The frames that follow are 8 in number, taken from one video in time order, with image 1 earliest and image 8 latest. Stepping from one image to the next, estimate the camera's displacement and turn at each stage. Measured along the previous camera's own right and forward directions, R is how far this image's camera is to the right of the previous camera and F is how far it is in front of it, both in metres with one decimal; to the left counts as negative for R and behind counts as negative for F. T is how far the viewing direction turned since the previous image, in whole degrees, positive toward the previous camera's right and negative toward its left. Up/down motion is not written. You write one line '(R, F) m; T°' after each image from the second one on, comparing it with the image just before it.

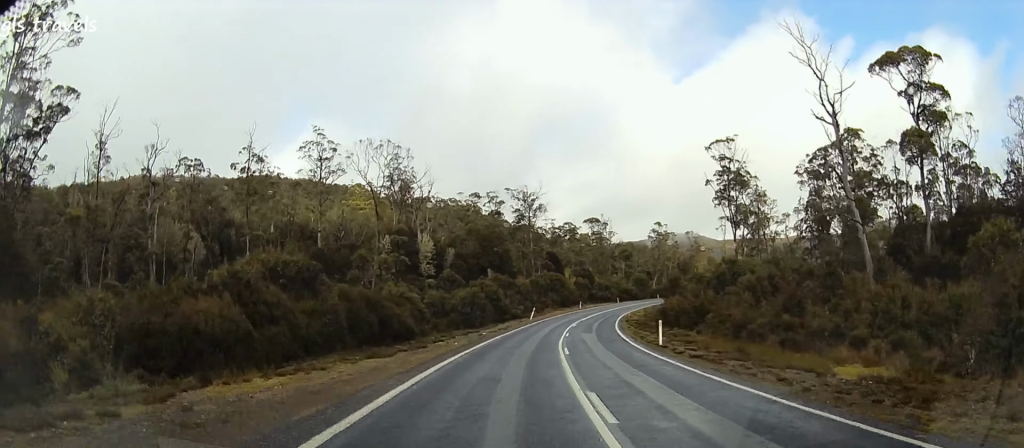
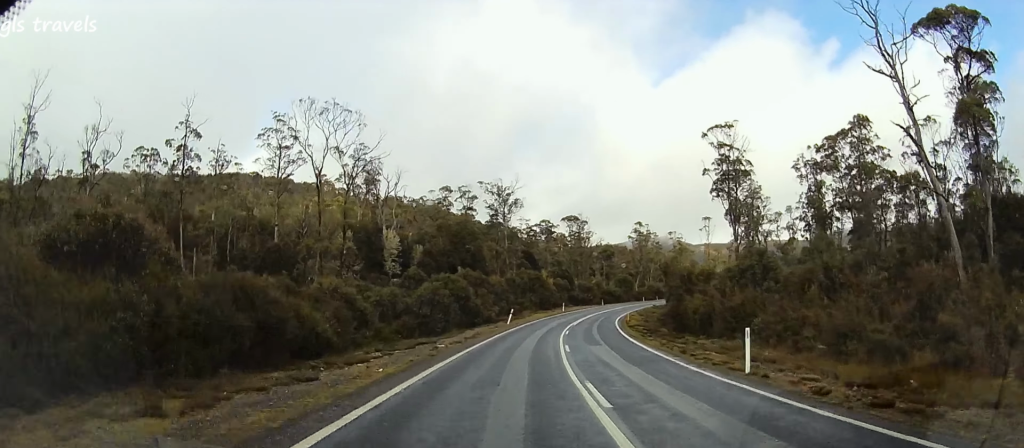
(0.0, +11.1) m; 0°
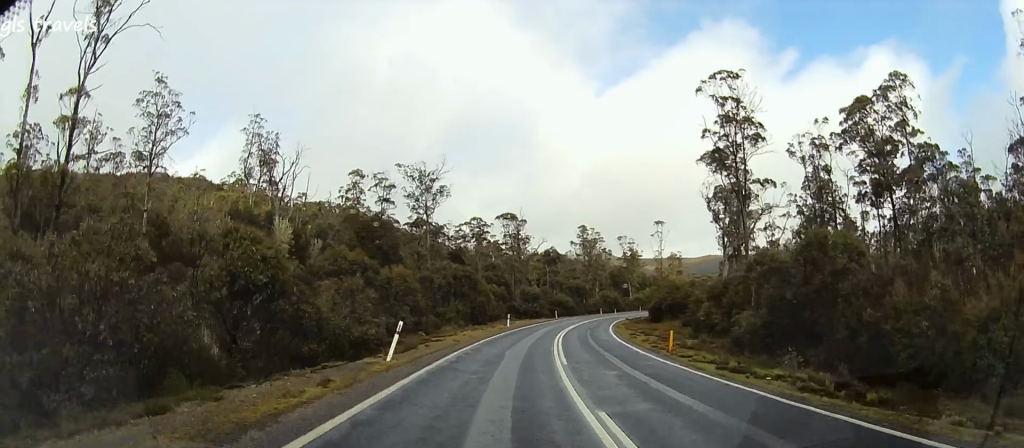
(0.0, +27.2) m; 0°
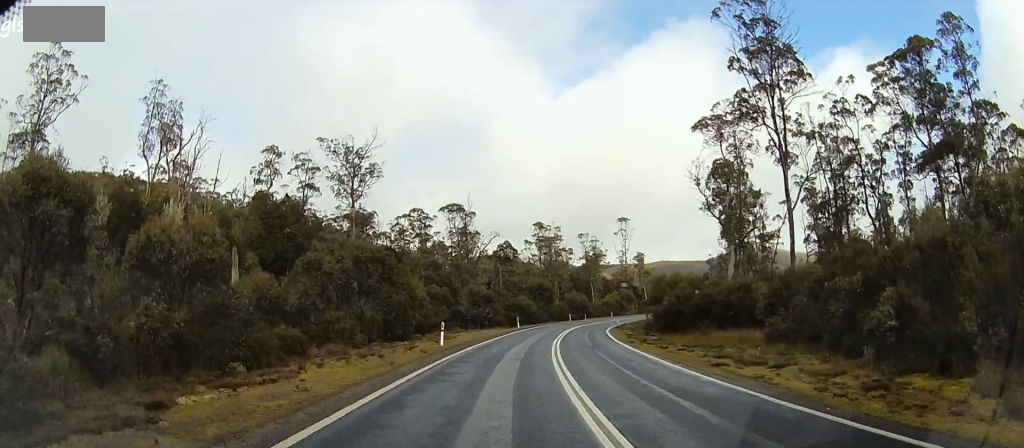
(0.0, +21.8) m; +2°
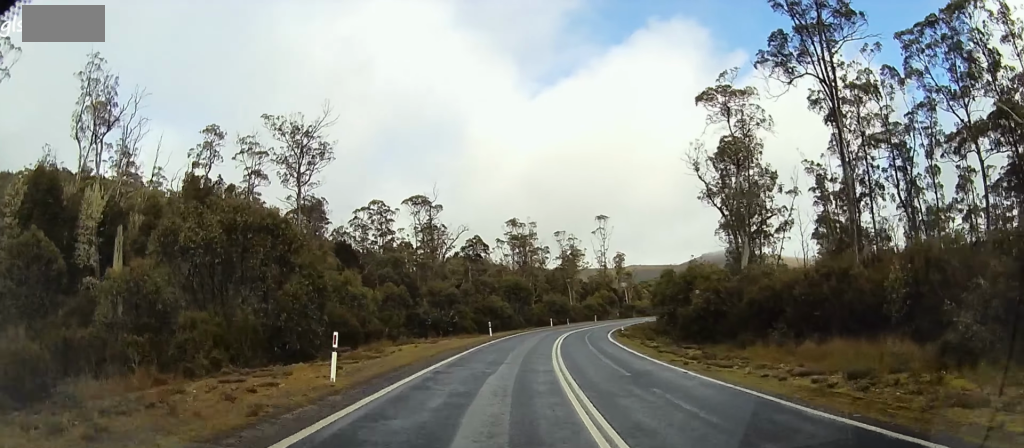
(-0.4, +13.0) m; +7°
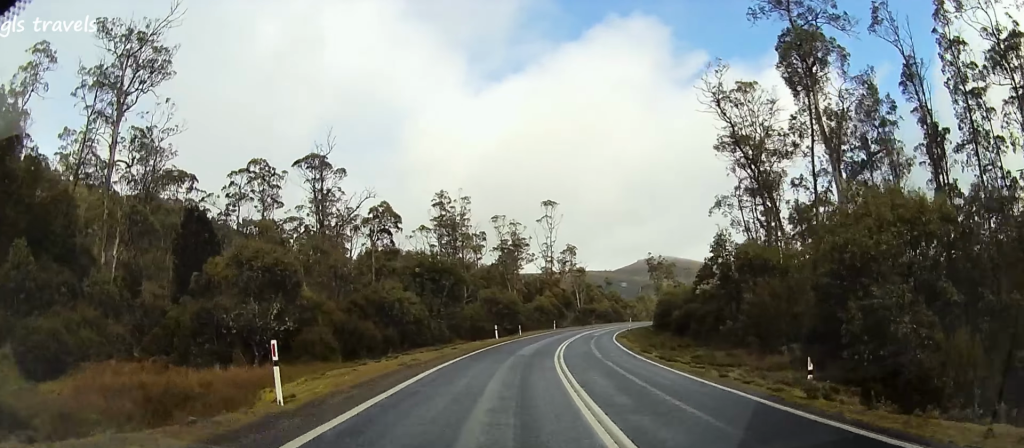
(+6.9, +30.1) m; +20°
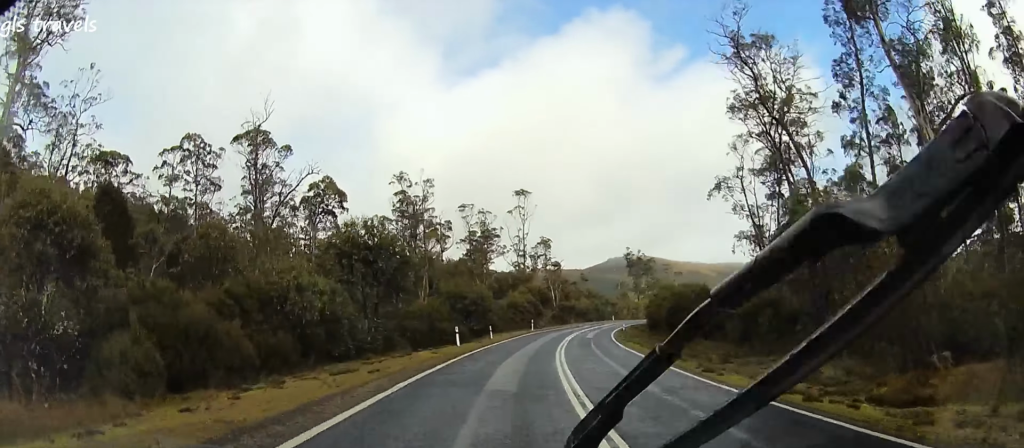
(+0.6, +12.3) m; +4°
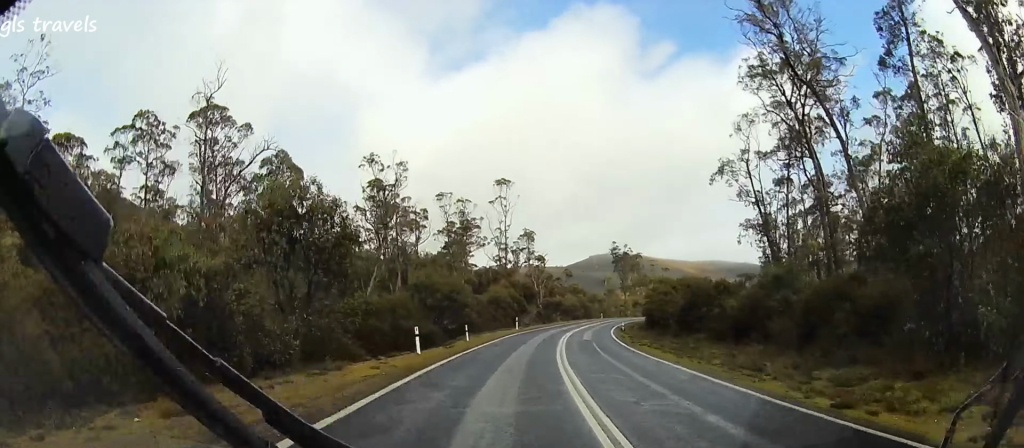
(+0.2, +8.0) m; +2°
